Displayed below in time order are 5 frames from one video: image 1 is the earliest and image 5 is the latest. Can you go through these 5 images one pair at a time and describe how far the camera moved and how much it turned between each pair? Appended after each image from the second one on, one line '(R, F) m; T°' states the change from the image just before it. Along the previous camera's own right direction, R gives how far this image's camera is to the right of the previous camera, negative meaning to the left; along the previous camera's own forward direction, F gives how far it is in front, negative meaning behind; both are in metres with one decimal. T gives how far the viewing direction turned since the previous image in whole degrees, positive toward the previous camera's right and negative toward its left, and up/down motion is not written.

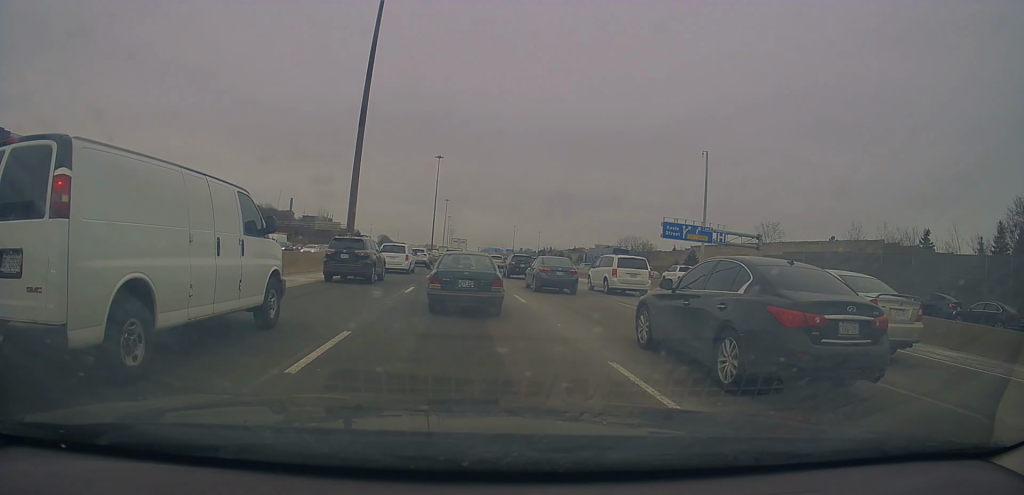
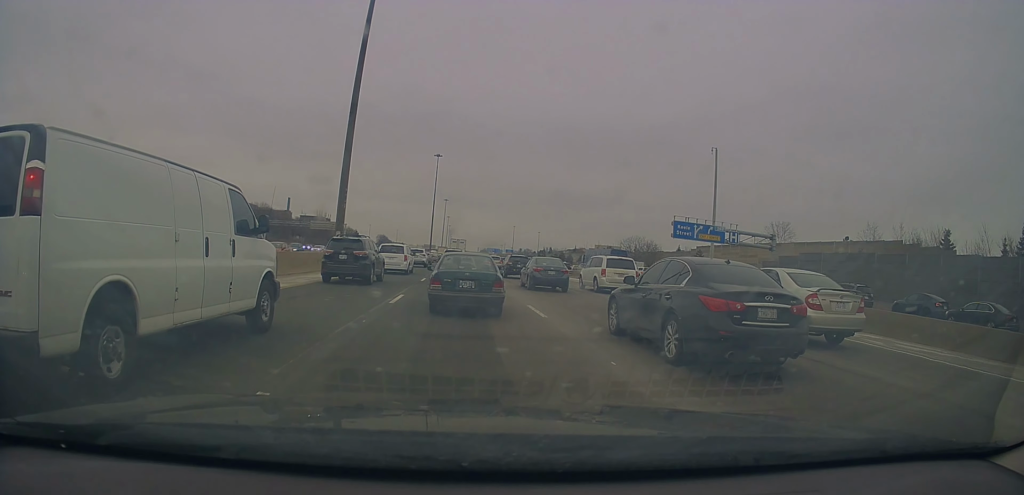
(0.0, +3.7) m; +2°
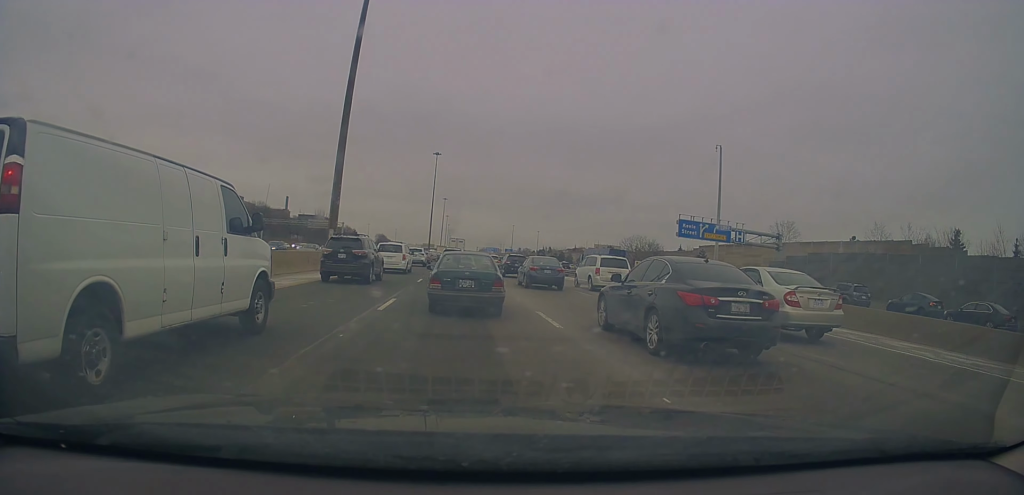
(+0.1, +1.9) m; +2°
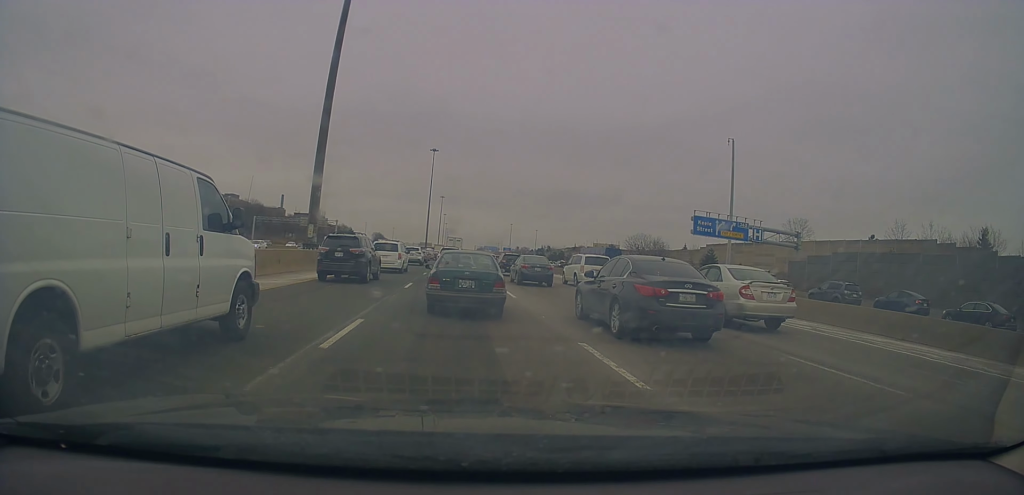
(+0.1, +4.7) m; -3°
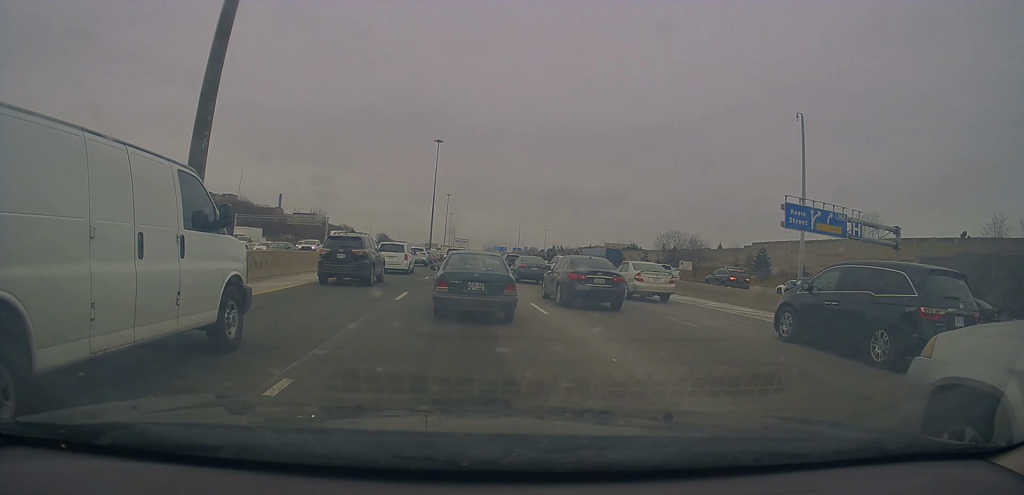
(+0.3, +17.3) m; -2°
